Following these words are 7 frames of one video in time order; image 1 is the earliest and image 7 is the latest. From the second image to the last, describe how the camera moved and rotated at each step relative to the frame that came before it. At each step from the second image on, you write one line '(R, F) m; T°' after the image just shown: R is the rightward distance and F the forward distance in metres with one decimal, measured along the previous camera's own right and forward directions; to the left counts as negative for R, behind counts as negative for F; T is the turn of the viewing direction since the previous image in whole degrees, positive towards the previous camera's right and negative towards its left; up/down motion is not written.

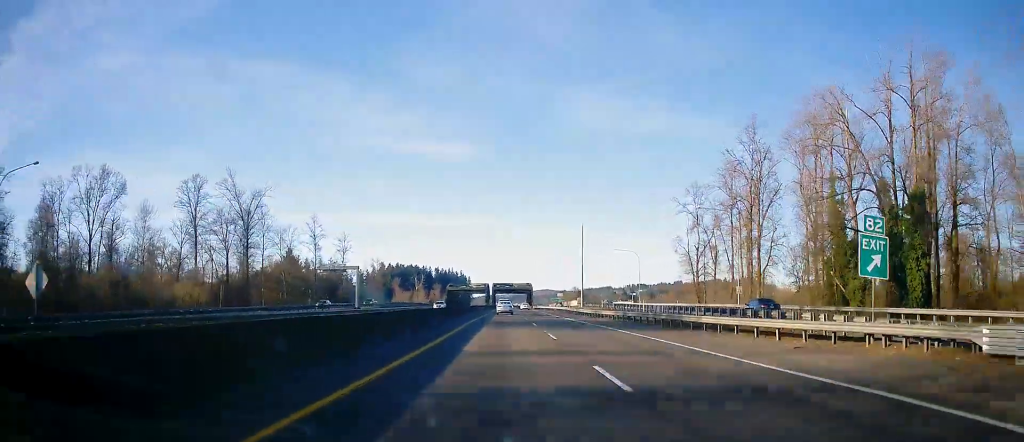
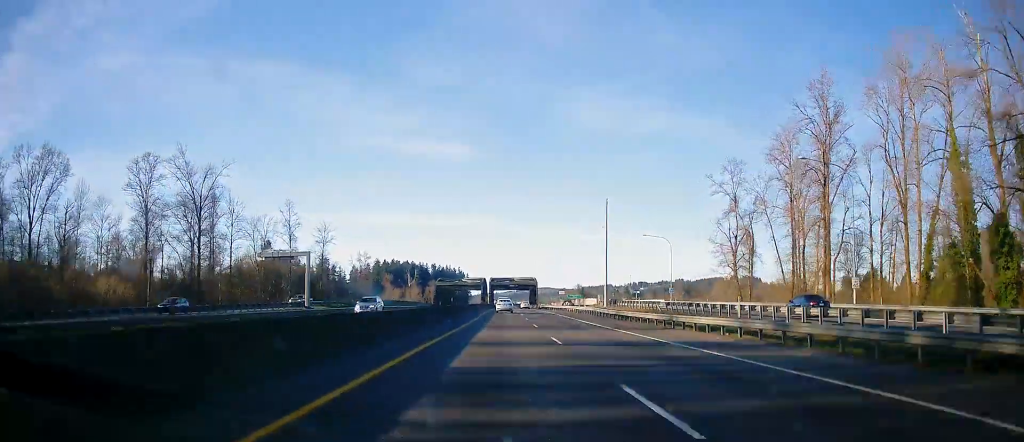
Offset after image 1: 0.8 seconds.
(+0.2, +26.8) m; 0°
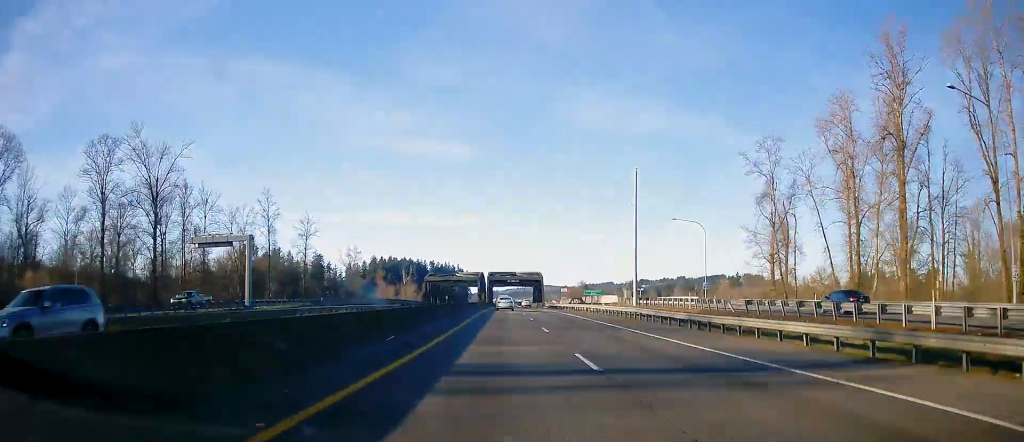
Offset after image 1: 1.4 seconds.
(0.0, +19.2) m; 0°
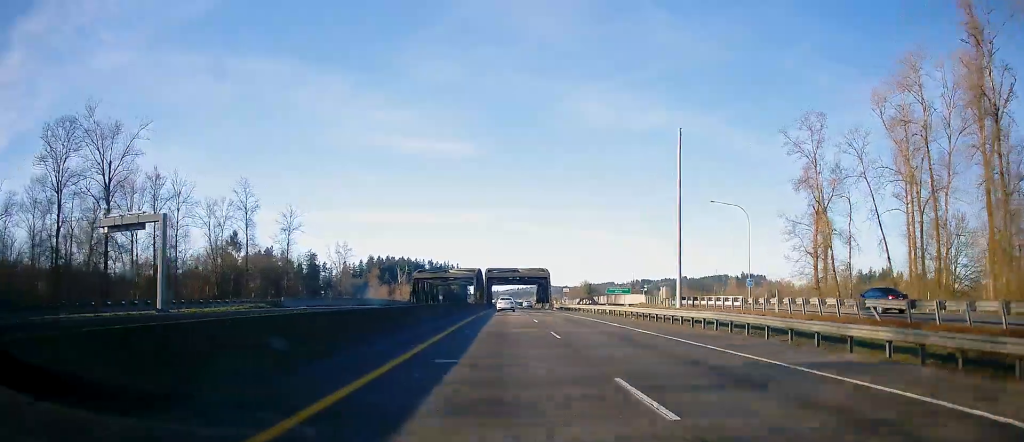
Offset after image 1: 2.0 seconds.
(-0.2, +16.9) m; 0°
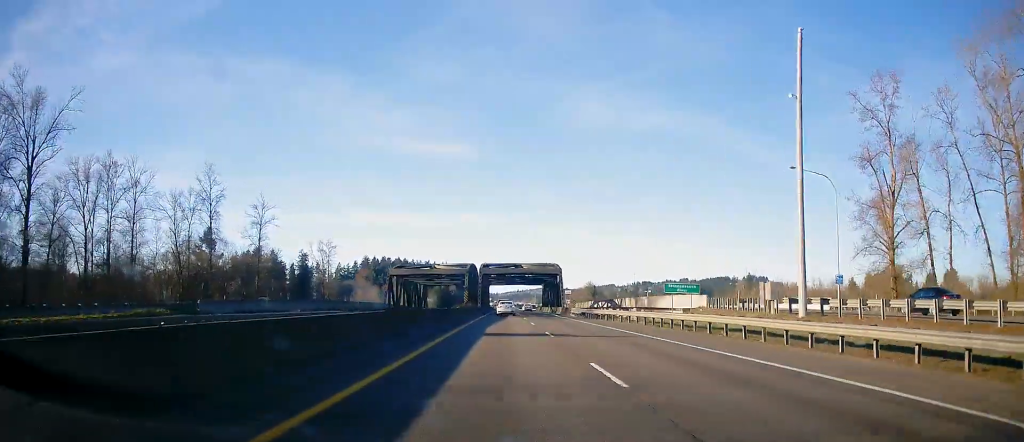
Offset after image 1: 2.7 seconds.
(+0.1, +22.0) m; 0°
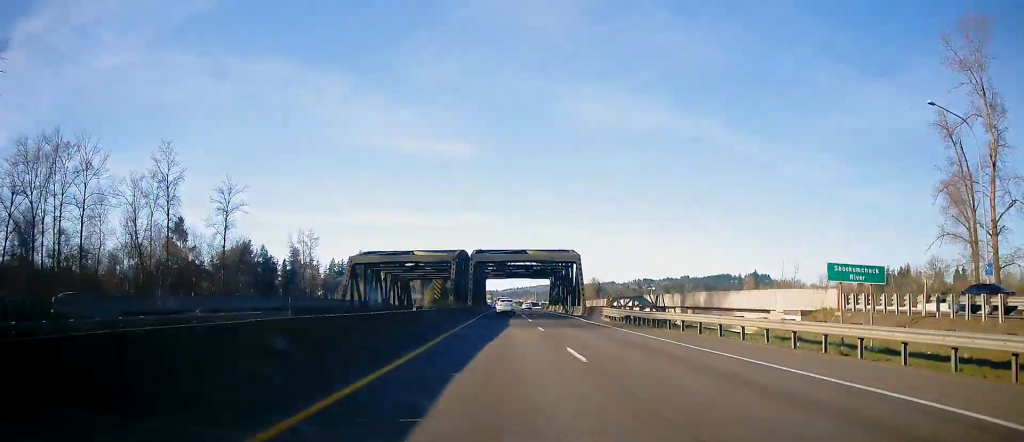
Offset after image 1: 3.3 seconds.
(+0.1, +20.7) m; 0°
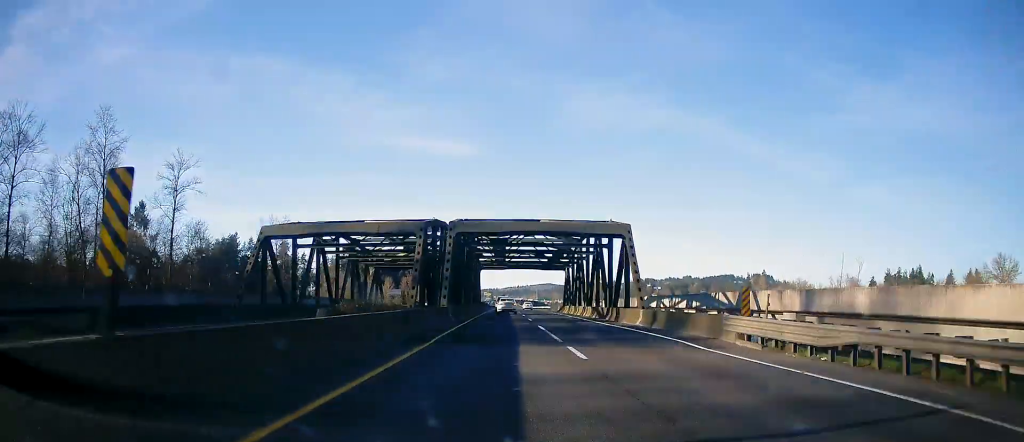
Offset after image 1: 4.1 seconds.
(0.0, +24.5) m; -1°
